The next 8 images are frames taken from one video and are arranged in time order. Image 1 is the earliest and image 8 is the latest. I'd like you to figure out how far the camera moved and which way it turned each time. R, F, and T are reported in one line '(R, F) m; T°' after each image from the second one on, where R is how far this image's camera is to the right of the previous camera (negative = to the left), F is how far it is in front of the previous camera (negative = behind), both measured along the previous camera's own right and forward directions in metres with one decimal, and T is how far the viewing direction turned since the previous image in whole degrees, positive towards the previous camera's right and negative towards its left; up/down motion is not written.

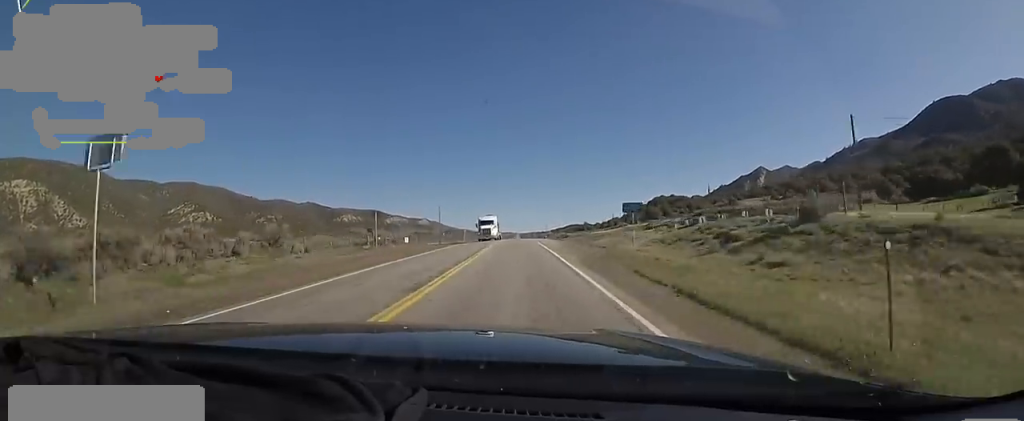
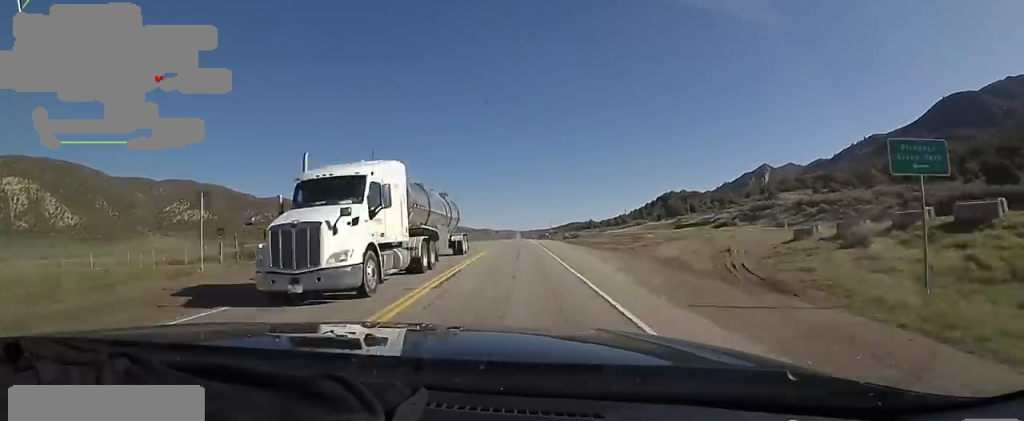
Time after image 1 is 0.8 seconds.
(-0.8, +25.9) m; 0°
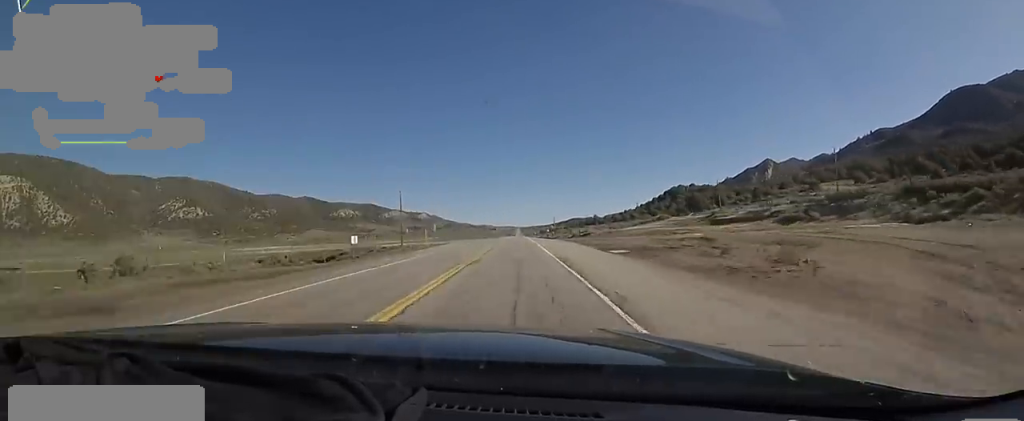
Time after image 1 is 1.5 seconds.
(+0.2, +20.8) m; 0°
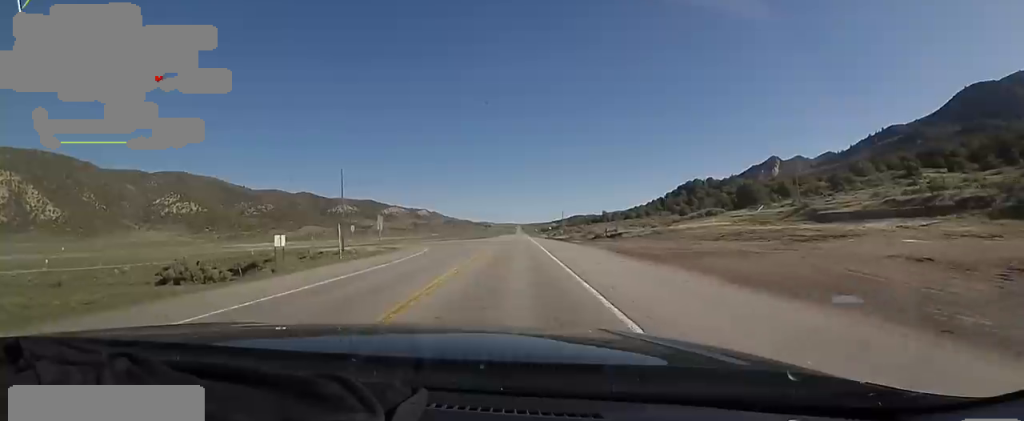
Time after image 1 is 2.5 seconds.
(+0.2, +32.2) m; -1°
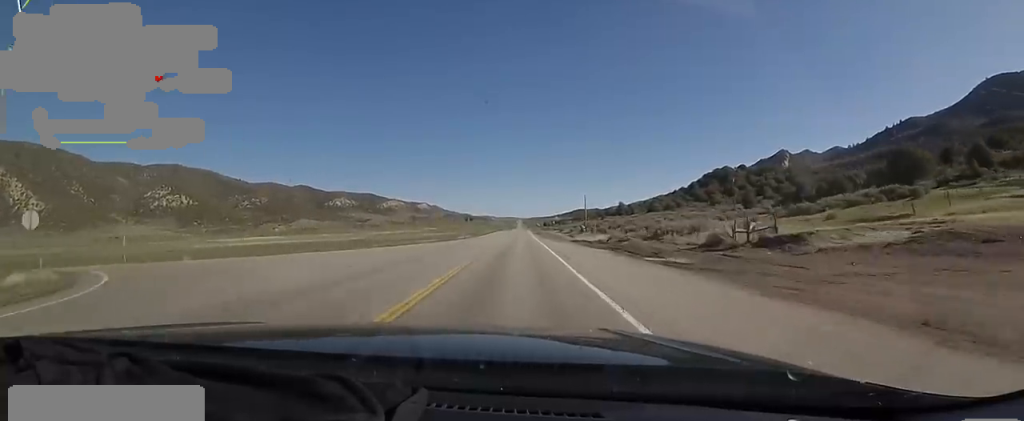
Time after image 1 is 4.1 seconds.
(-1.0, +48.2) m; -1°
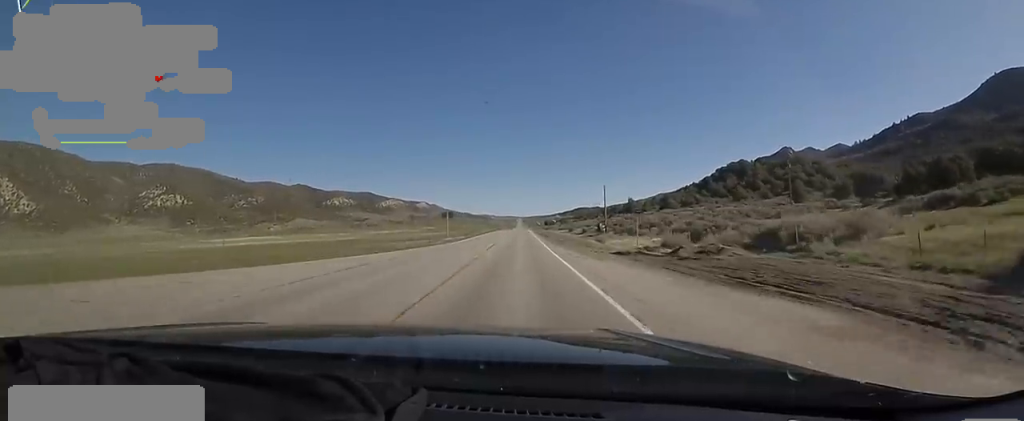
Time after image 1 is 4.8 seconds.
(0.0, +22.3) m; 0°
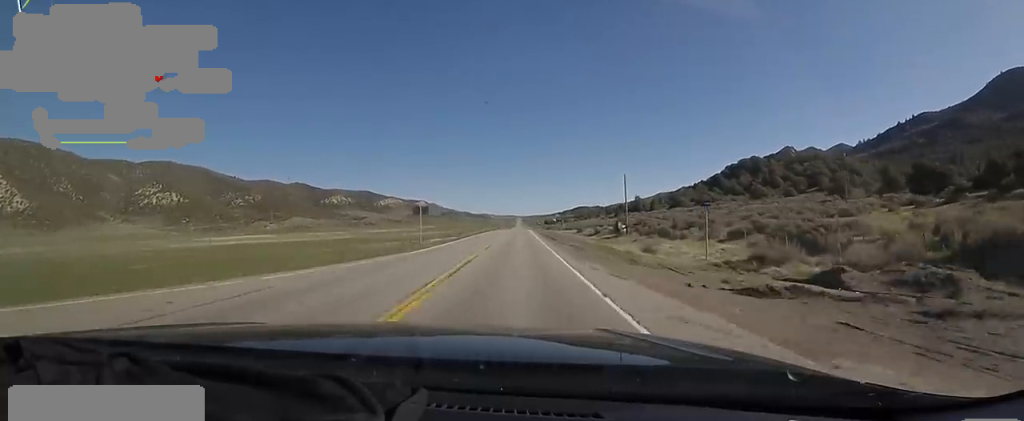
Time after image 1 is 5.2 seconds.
(0.0, +14.9) m; 0°
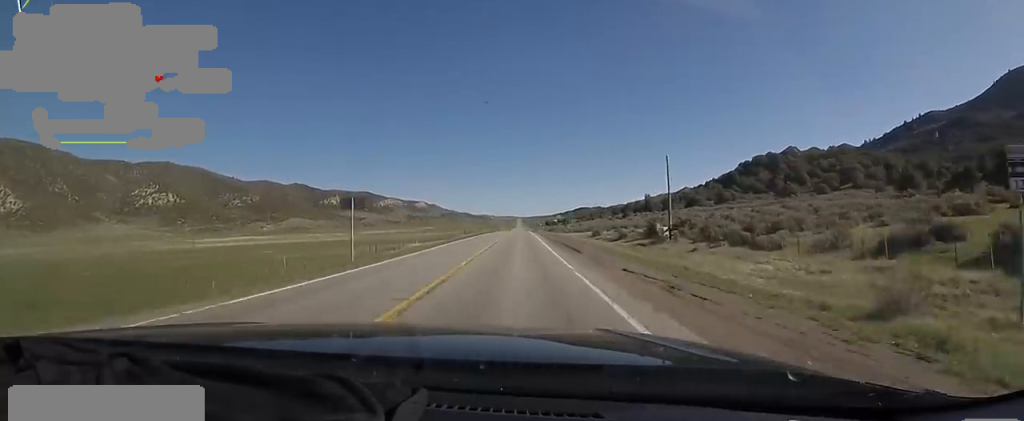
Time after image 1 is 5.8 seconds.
(0.0, +17.2) m; +1°
